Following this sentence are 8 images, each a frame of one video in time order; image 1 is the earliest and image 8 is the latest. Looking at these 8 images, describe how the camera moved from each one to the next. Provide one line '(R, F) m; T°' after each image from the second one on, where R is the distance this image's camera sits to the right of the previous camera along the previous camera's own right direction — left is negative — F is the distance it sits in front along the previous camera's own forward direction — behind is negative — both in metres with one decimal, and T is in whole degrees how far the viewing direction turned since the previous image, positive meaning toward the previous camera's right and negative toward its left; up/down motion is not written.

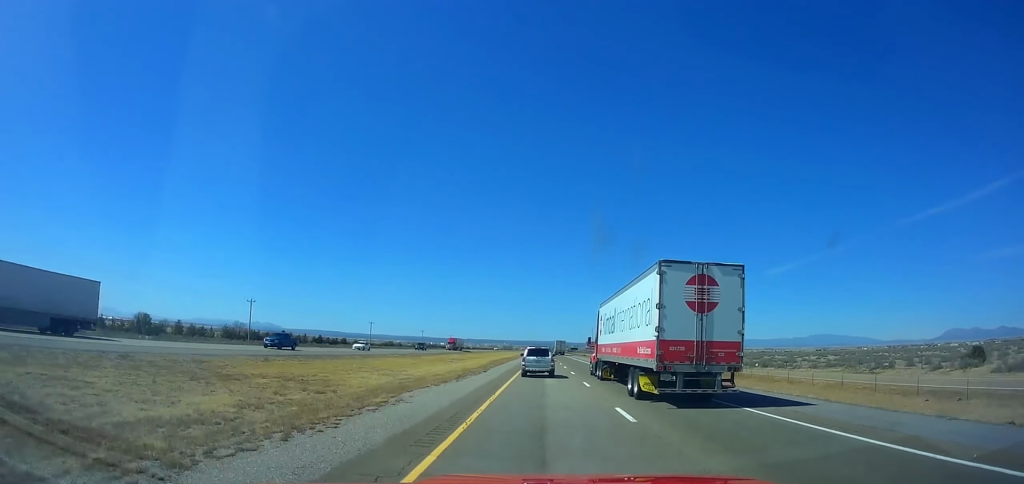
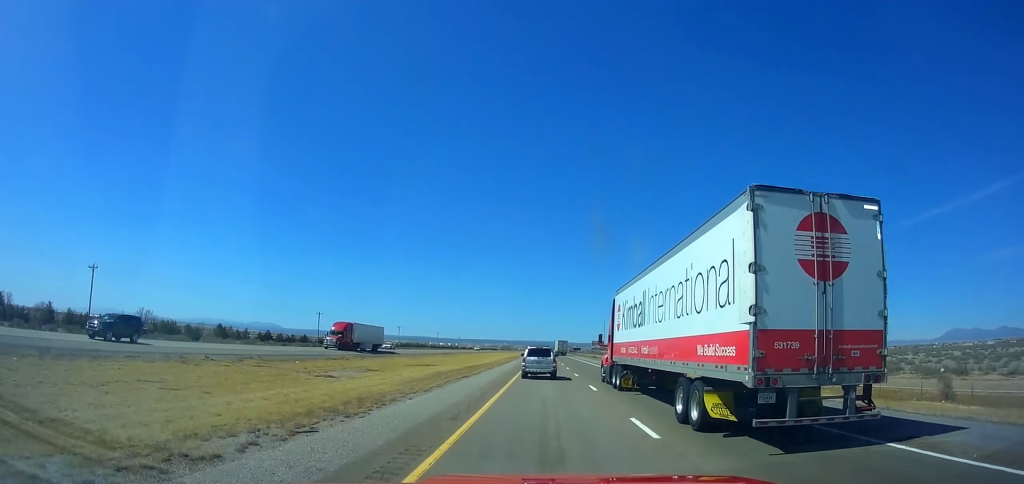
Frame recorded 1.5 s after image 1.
(0.0, +51.0) m; 0°
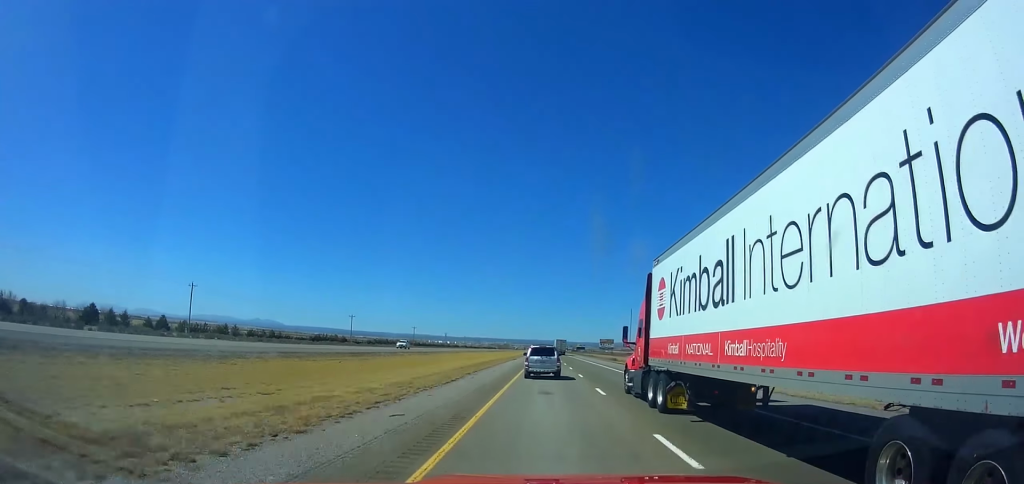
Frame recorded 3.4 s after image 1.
(0.0, +64.0) m; 0°
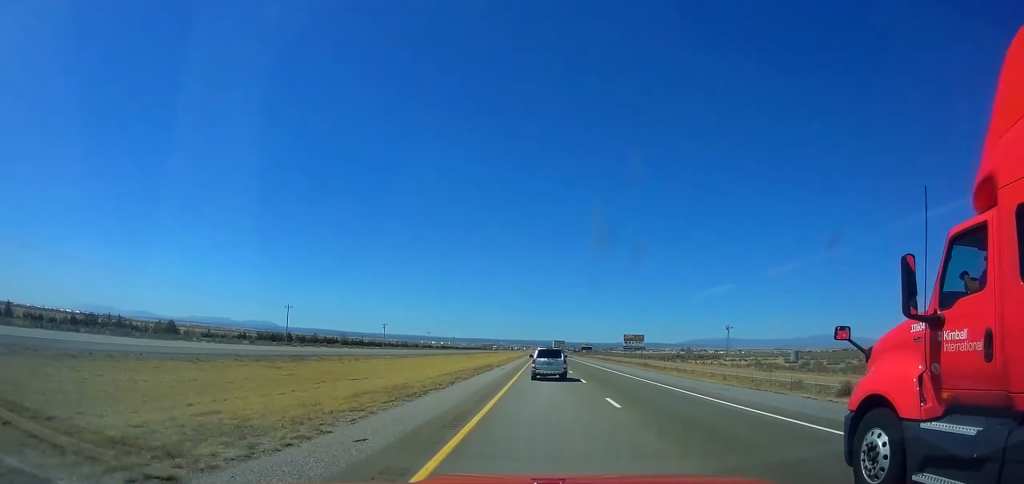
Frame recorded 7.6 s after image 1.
(0.0, +140.0) m; 0°
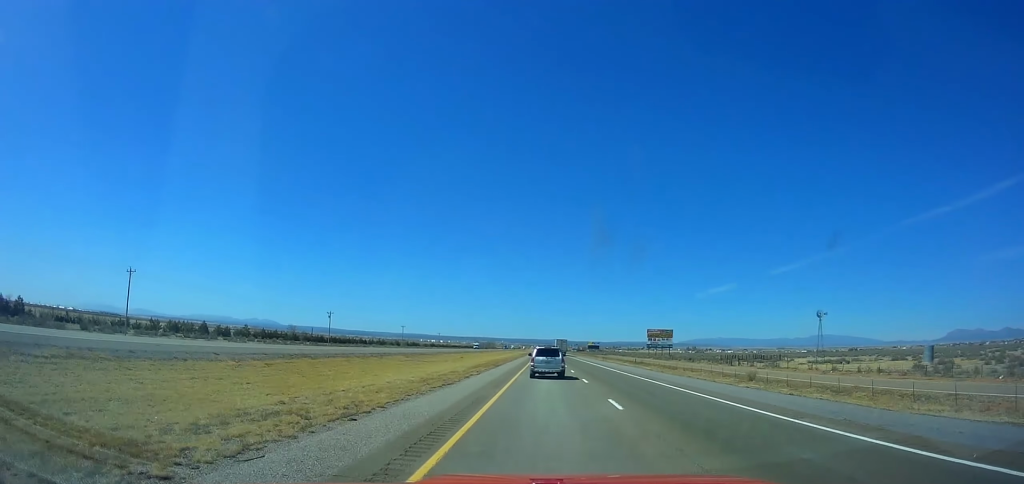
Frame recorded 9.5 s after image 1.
(0.0, +62.8) m; 0°
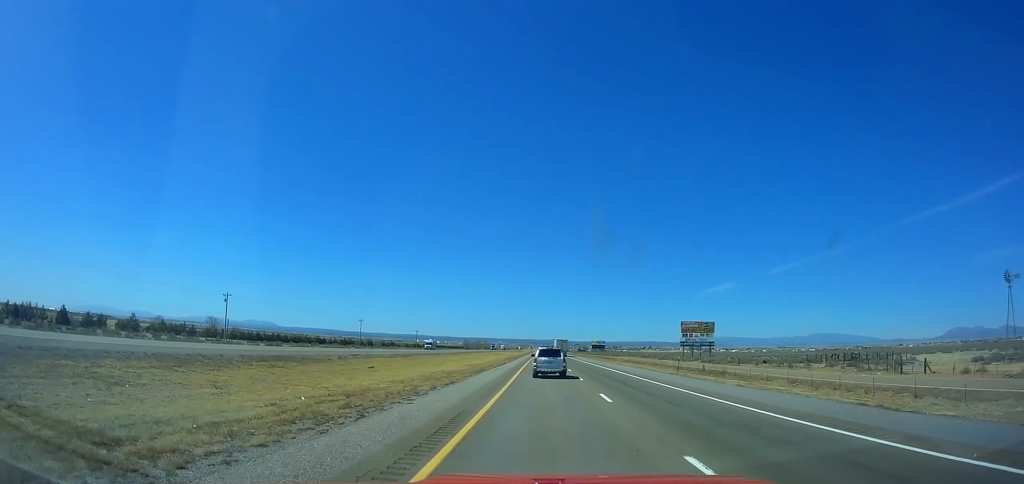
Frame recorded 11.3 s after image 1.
(0.0, +59.4) m; 0°
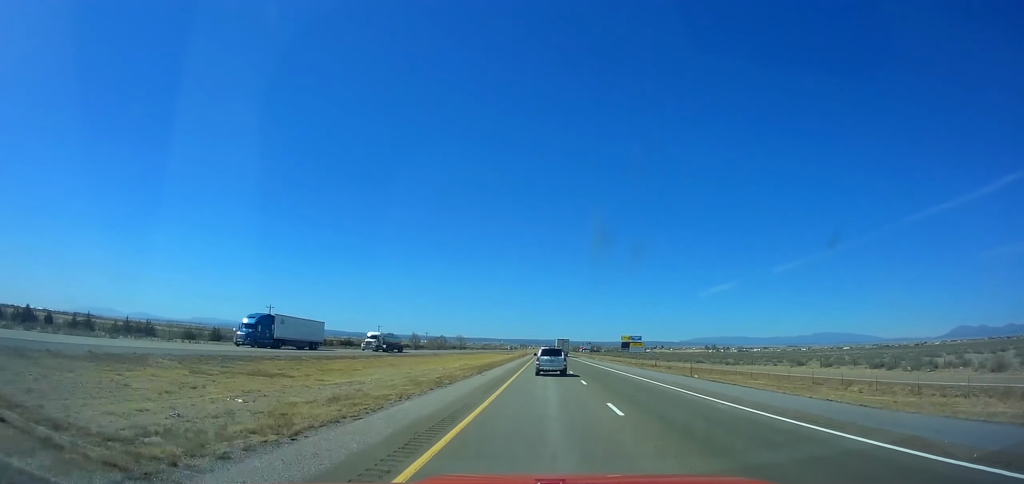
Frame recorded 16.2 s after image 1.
(0.0, +162.5) m; 0°
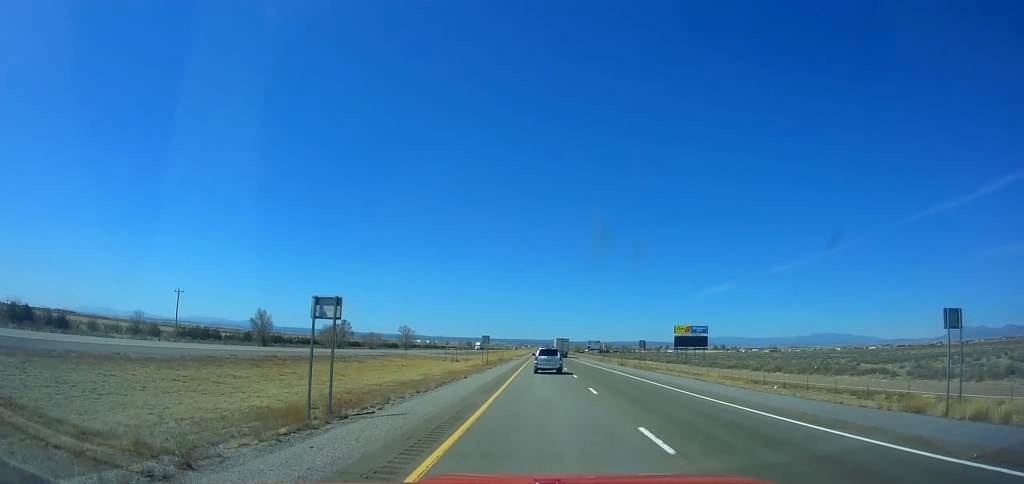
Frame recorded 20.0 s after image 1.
(0.0, +127.5) m; 0°
